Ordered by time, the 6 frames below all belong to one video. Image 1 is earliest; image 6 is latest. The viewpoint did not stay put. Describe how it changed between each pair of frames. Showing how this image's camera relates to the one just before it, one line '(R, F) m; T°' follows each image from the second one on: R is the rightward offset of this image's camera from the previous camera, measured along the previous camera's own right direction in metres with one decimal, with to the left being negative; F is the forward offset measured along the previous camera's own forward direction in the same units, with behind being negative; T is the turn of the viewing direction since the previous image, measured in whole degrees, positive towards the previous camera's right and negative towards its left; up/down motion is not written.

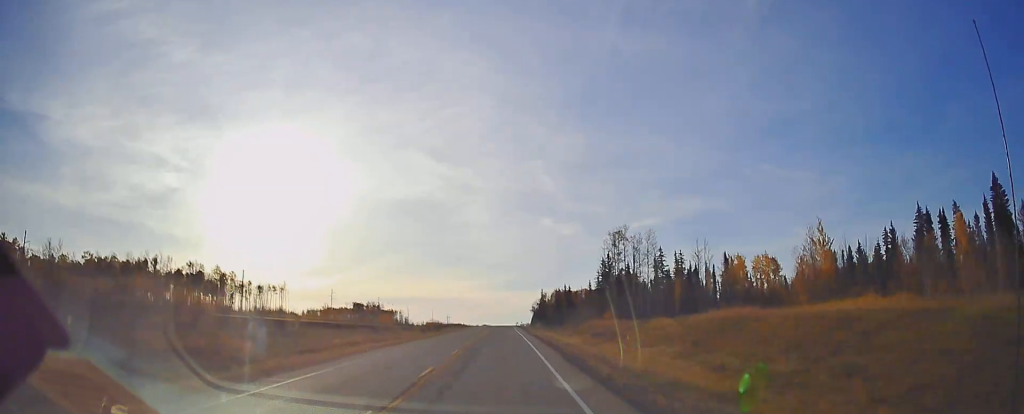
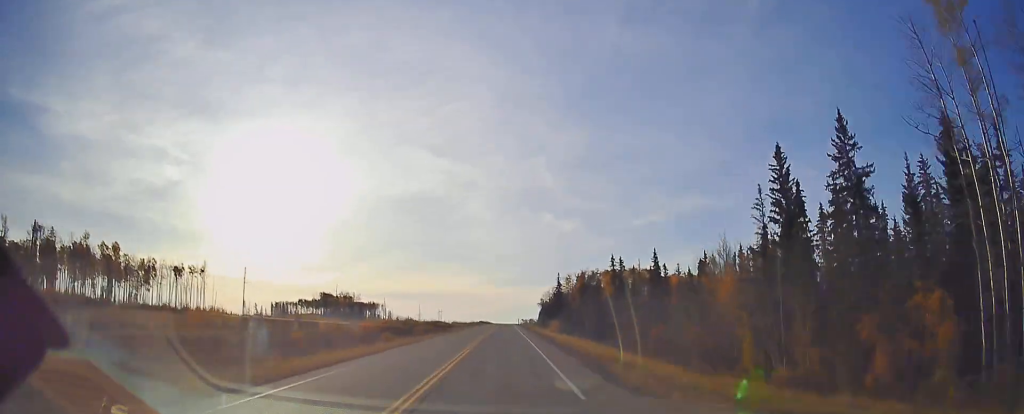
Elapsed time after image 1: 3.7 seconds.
(0.0, +102.4) m; 0°
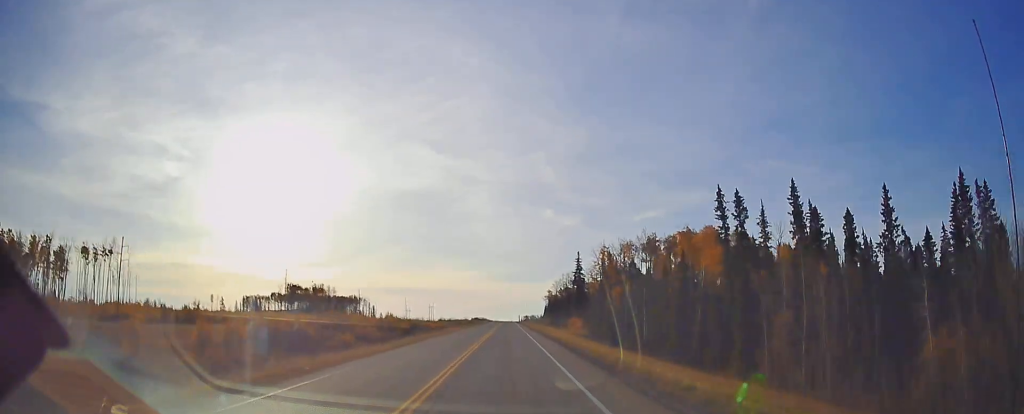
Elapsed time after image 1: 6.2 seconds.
(-0.2, +70.1) m; 0°
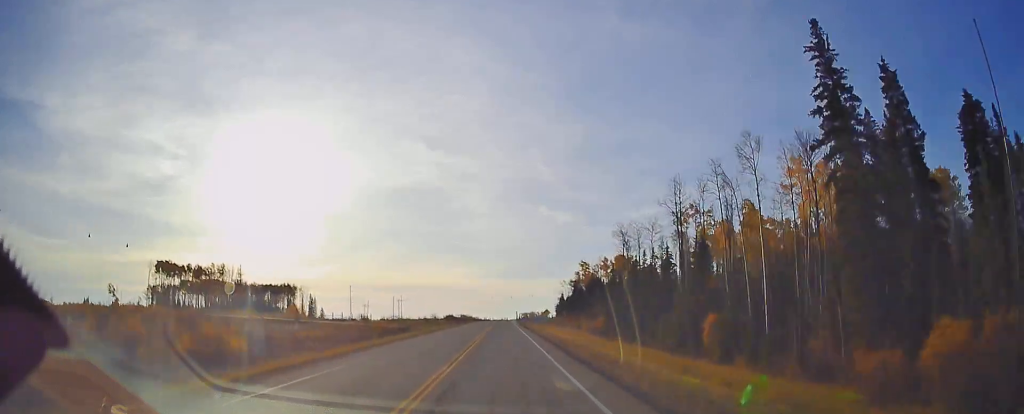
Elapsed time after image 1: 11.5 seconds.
(+0.6, +150.1) m; +1°
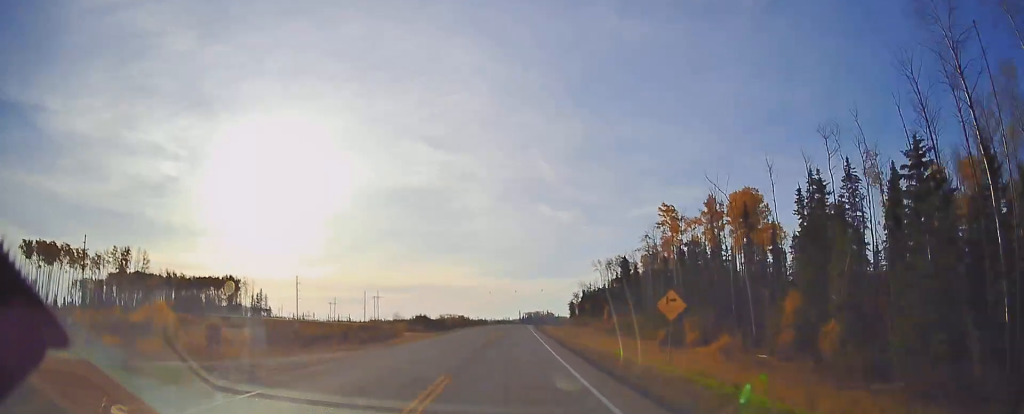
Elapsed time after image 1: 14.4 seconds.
(+0.2, +81.9) m; 0°
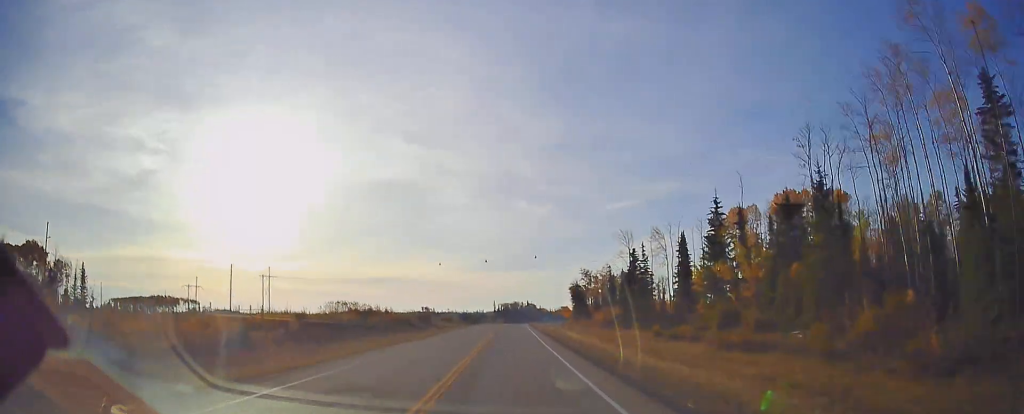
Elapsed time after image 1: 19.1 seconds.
(+1.5, +129.8) m; +2°
